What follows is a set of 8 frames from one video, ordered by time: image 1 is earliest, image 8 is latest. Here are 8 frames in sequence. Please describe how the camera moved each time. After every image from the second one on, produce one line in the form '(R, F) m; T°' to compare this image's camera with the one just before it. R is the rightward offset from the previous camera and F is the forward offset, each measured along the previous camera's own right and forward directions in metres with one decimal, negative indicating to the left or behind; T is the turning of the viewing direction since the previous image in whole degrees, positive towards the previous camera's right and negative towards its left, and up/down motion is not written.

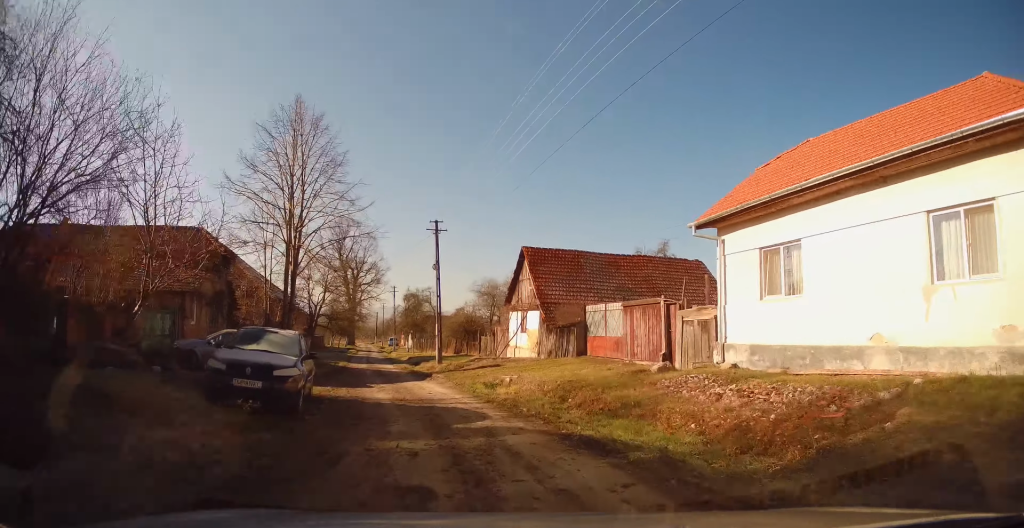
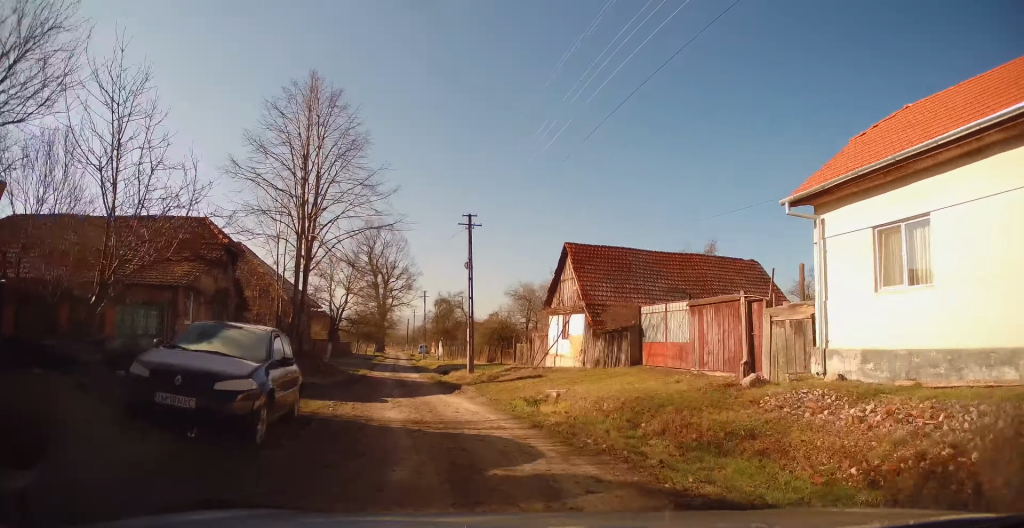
(+0.2, +3.0) m; 0°
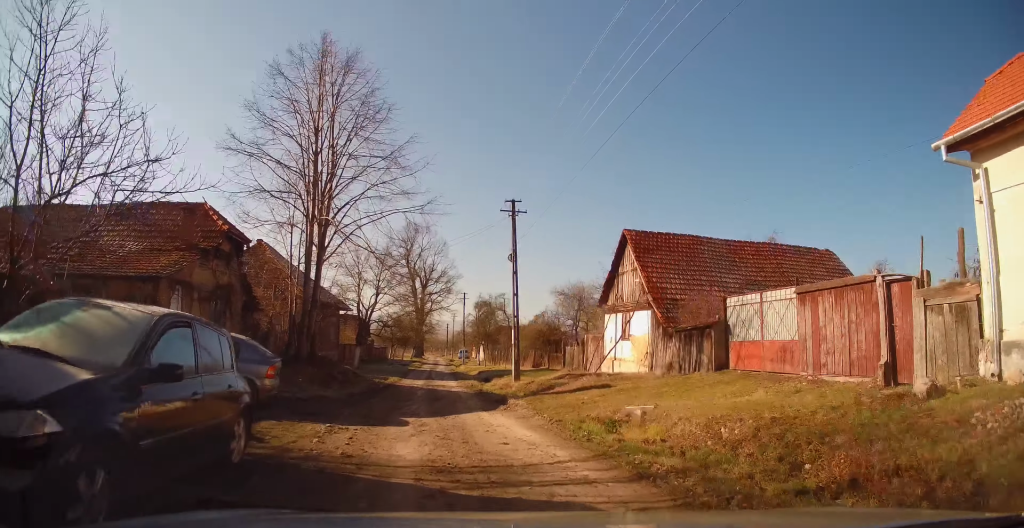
(0.0, +3.7) m; -3°
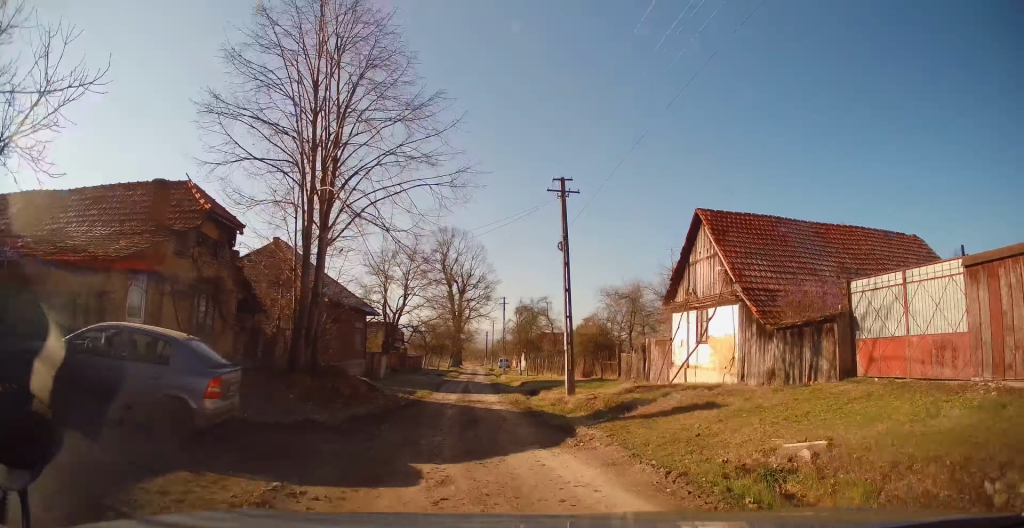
(-0.1, +3.6) m; -5°
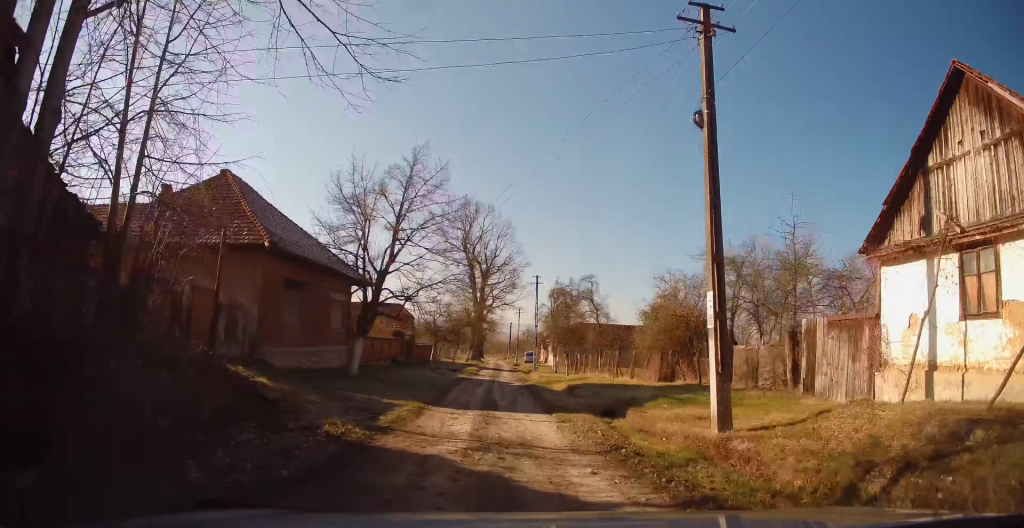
(-0.9, +10.6) m; -4°
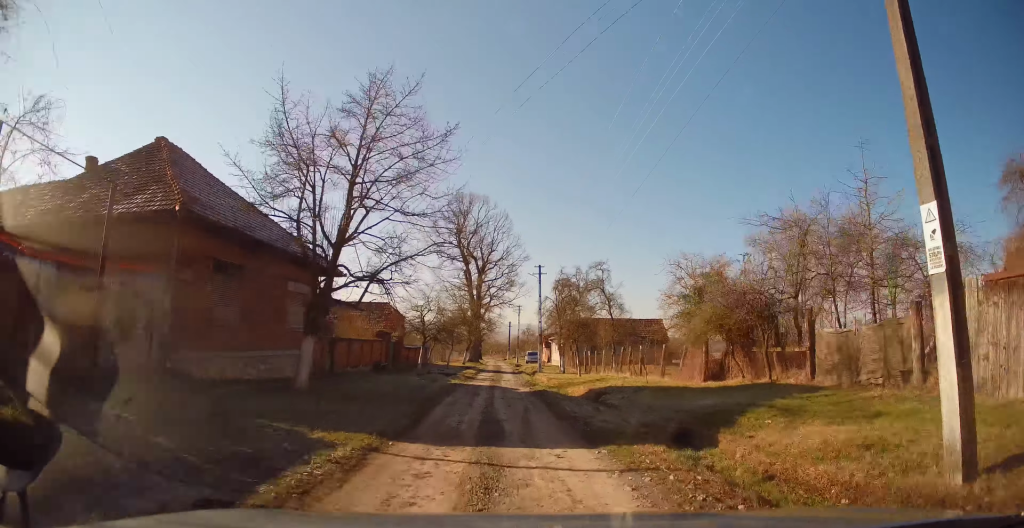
(0.0, +5.3) m; +1°
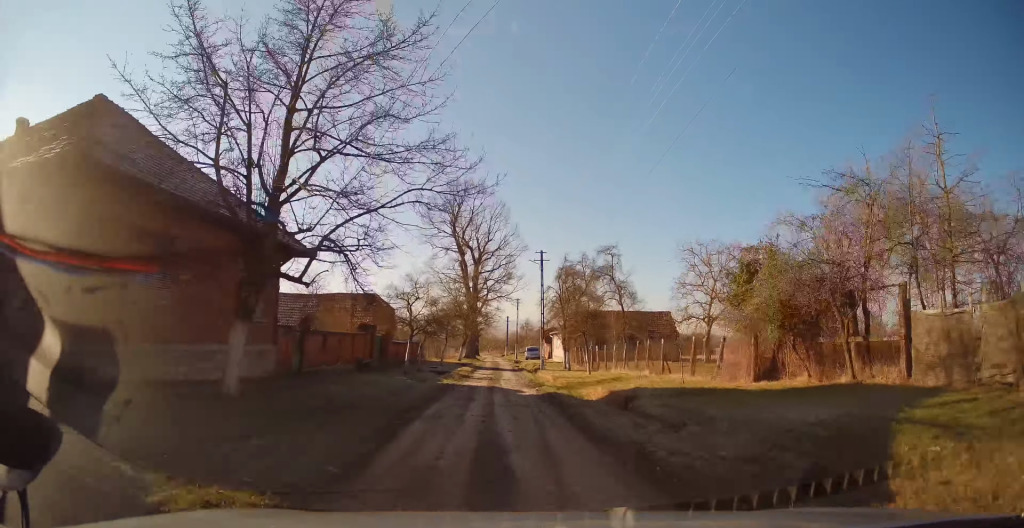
(+0.3, +3.8) m; 0°
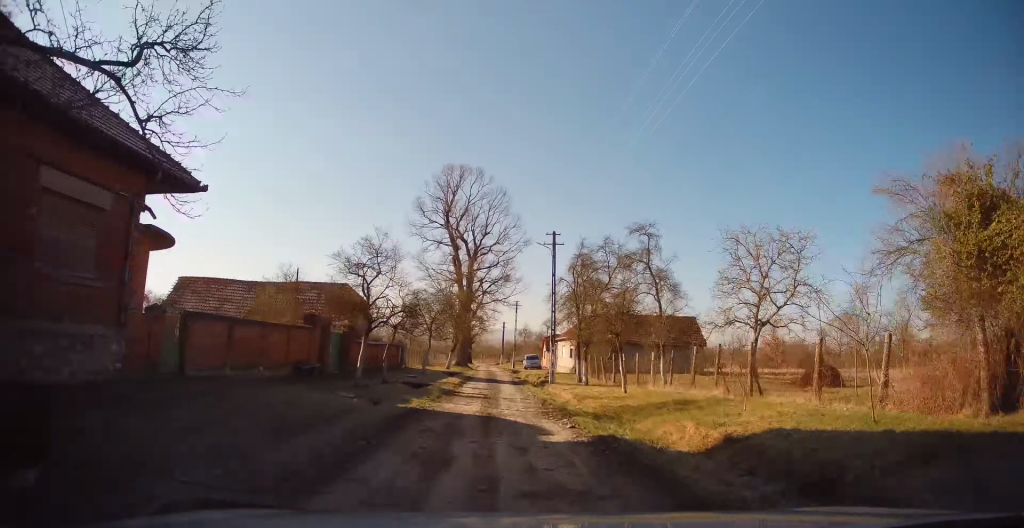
(-0.3, +8.4) m; 0°
